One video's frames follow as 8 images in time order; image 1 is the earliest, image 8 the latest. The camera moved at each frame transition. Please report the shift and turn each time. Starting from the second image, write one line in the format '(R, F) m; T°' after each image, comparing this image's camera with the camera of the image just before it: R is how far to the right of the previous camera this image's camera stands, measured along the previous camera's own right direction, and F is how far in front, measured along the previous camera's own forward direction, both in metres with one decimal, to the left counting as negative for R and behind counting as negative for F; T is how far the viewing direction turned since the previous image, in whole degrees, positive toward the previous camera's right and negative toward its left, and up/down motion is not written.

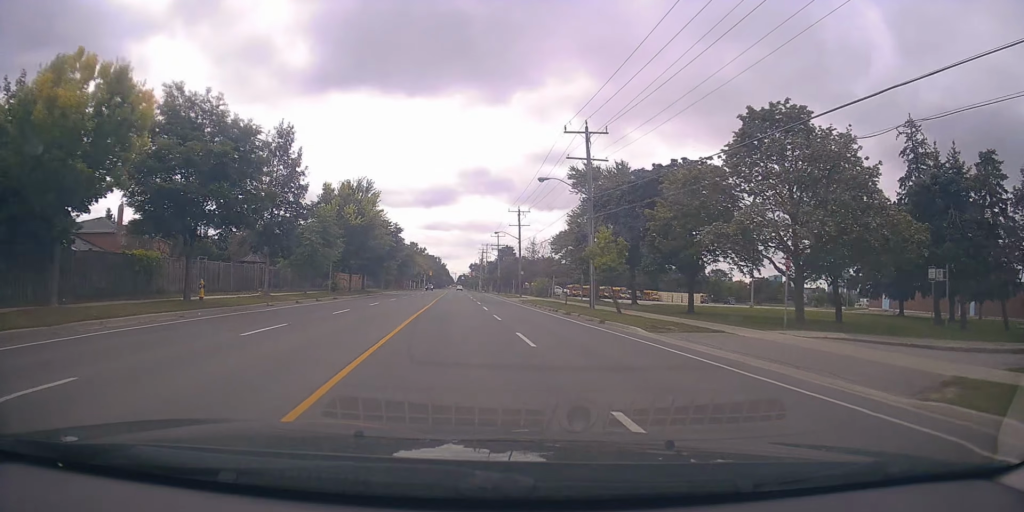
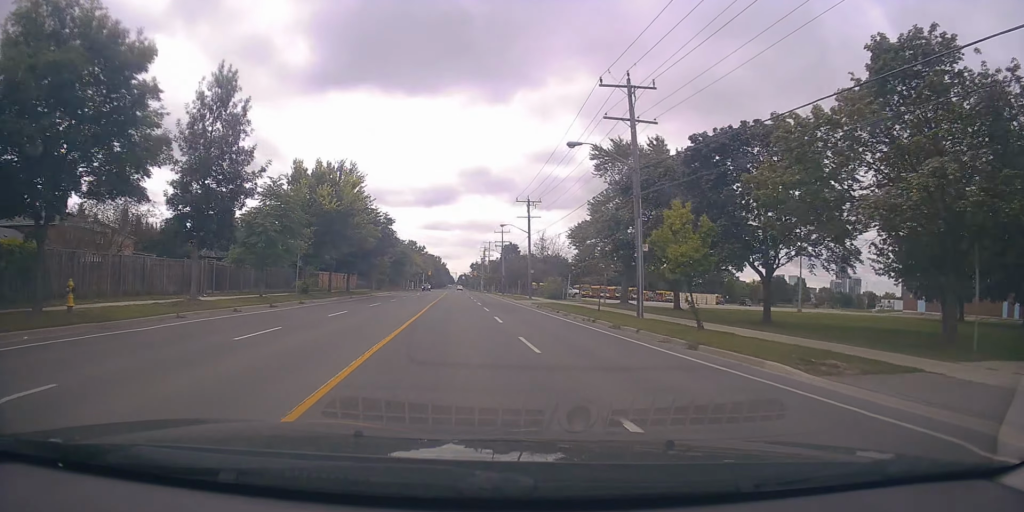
(-0.2, +9.5) m; 0°
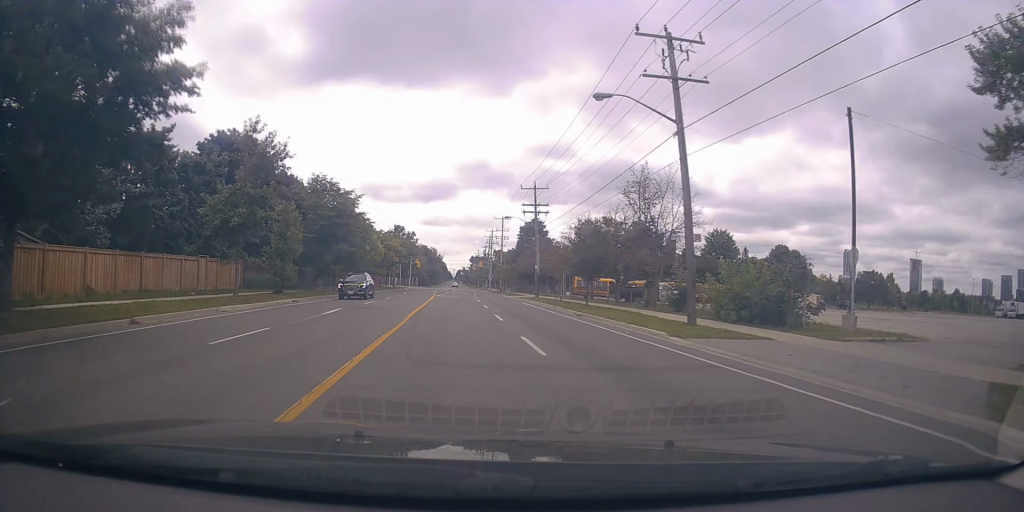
(-0.5, +45.6) m; +2°
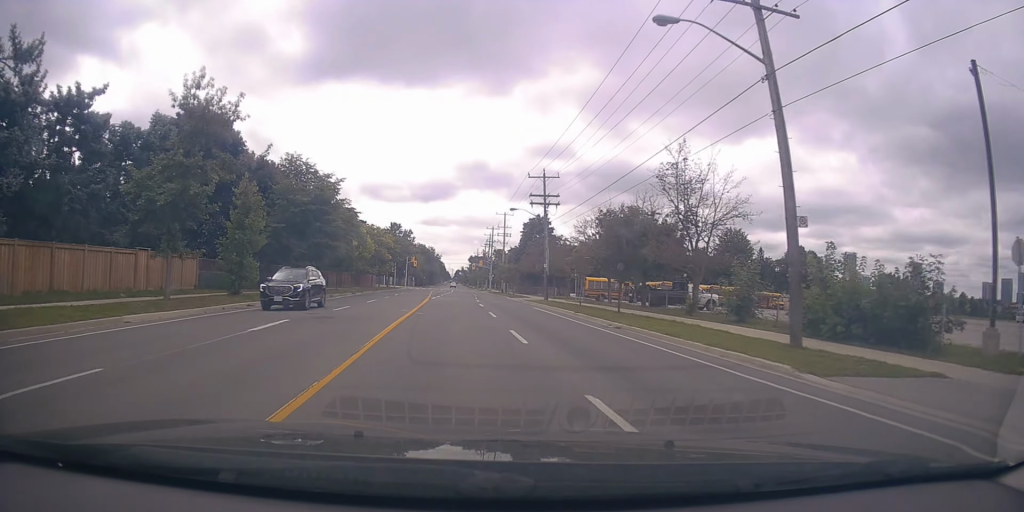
(+0.1, +7.0) m; 0°
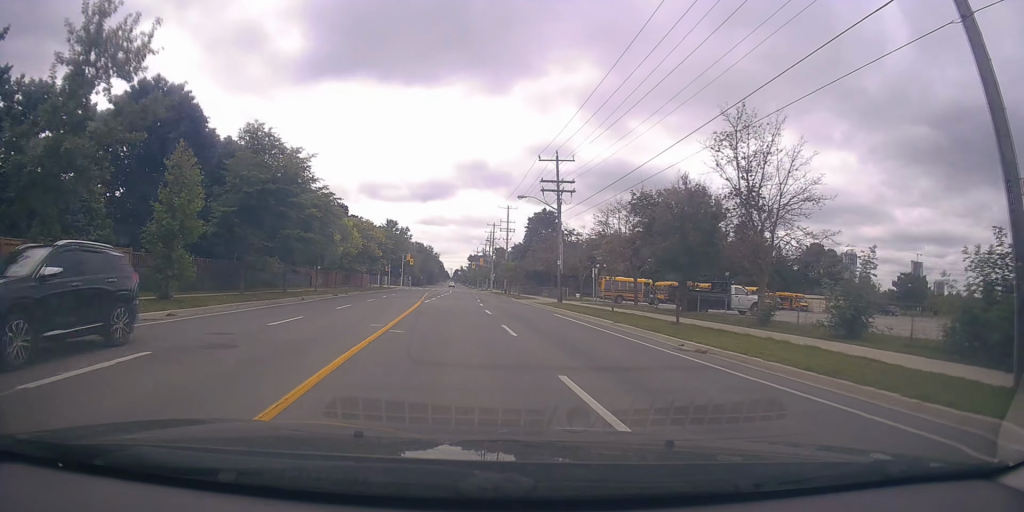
(+0.3, +7.5) m; -1°
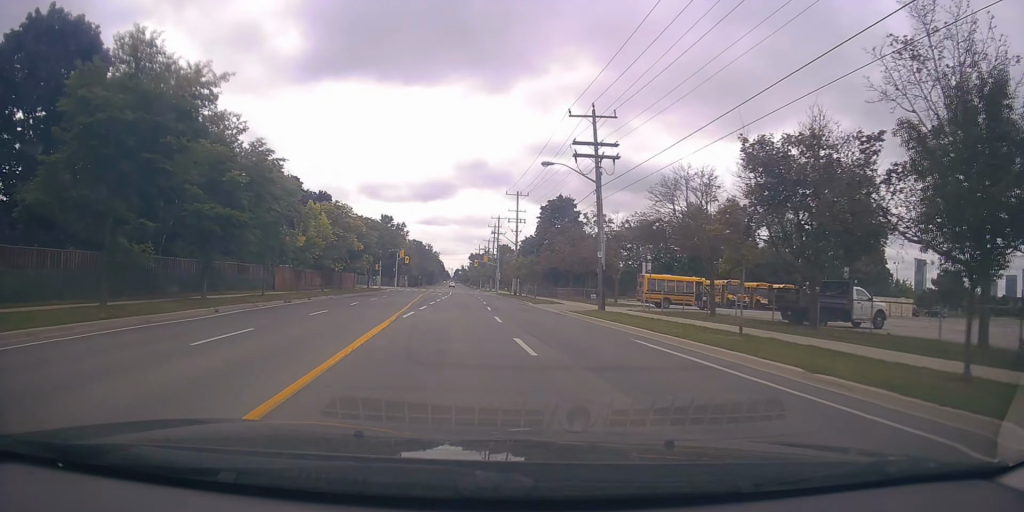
(-0.6, +13.0) m; -1°
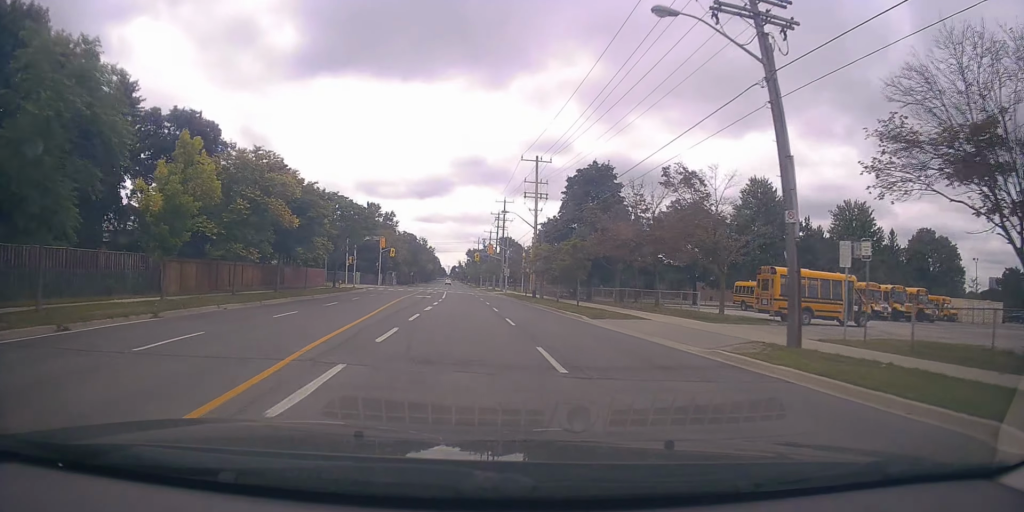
(+0.6, +19.8) m; +1°
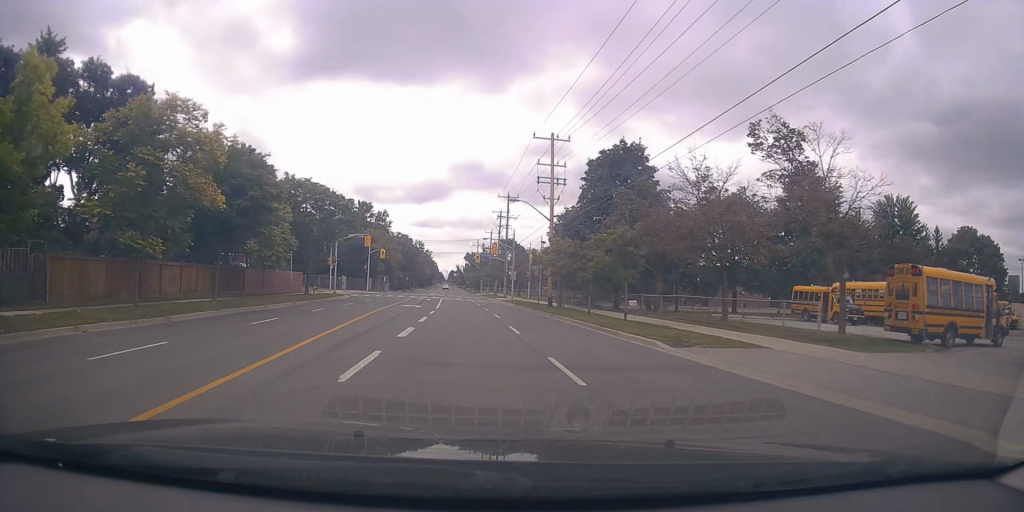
(-0.5, +9.7) m; -1°
